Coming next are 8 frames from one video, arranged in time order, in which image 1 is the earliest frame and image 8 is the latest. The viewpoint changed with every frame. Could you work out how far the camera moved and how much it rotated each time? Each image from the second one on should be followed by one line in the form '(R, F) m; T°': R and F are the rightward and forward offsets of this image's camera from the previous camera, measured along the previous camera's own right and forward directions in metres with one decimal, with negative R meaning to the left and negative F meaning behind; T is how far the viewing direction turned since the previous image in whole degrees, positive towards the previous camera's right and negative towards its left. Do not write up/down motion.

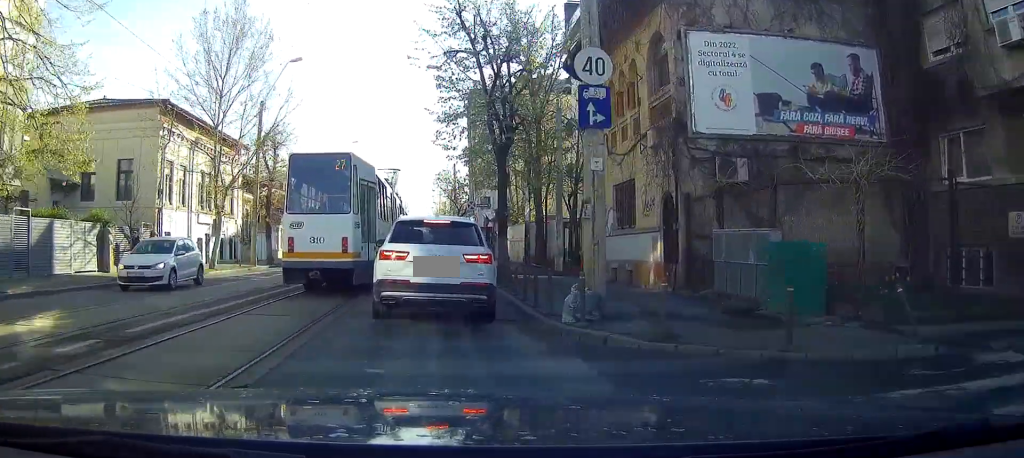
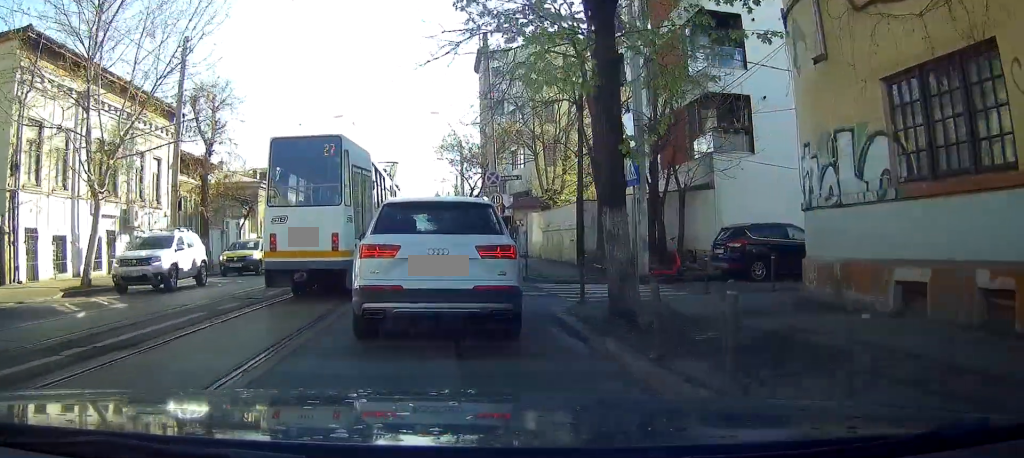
(+0.3, +12.5) m; -2°
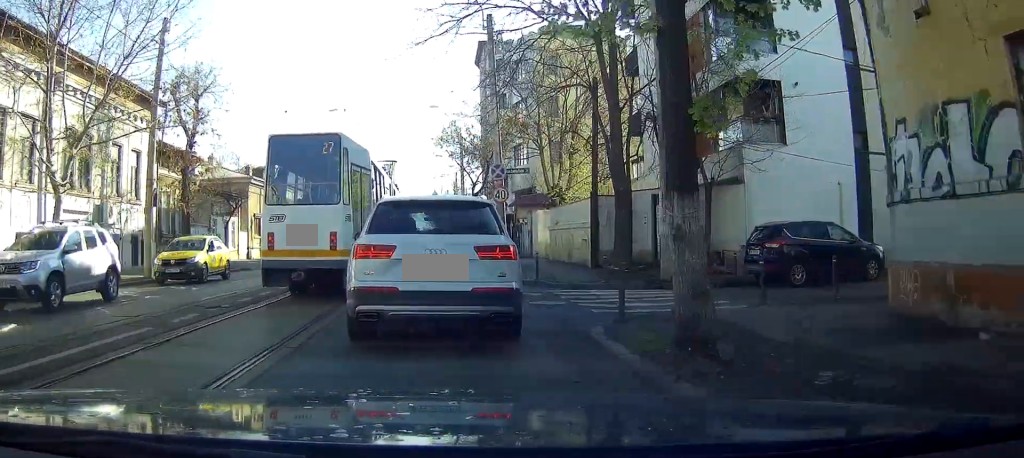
(-0.2, +2.4) m; -1°
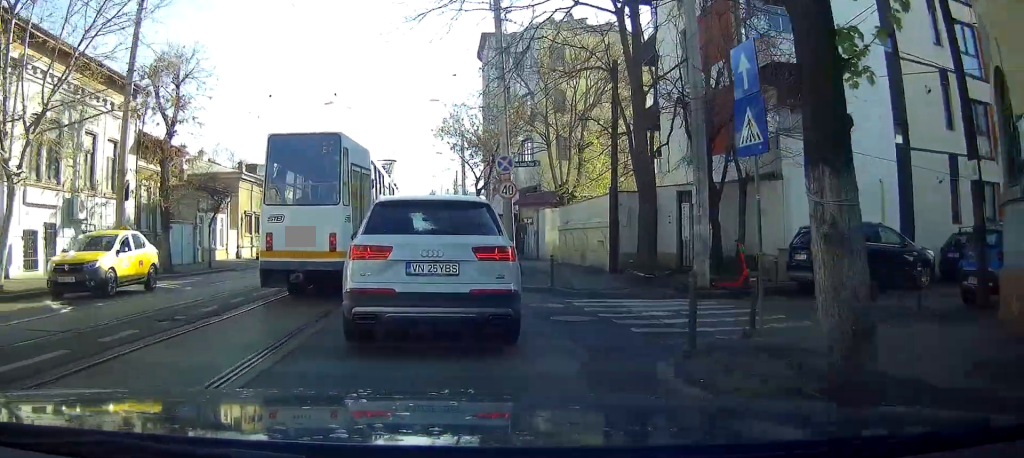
(-0.1, +2.6) m; -1°
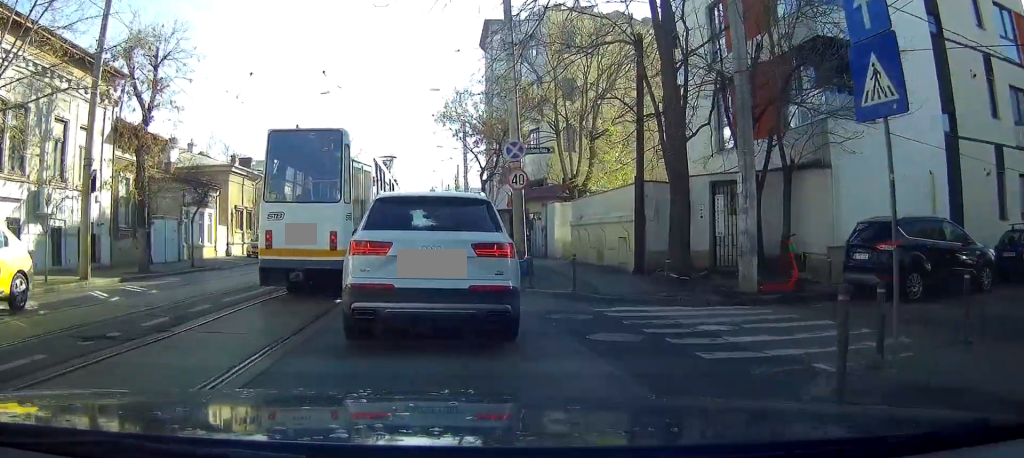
(+0.1, +2.6) m; 0°
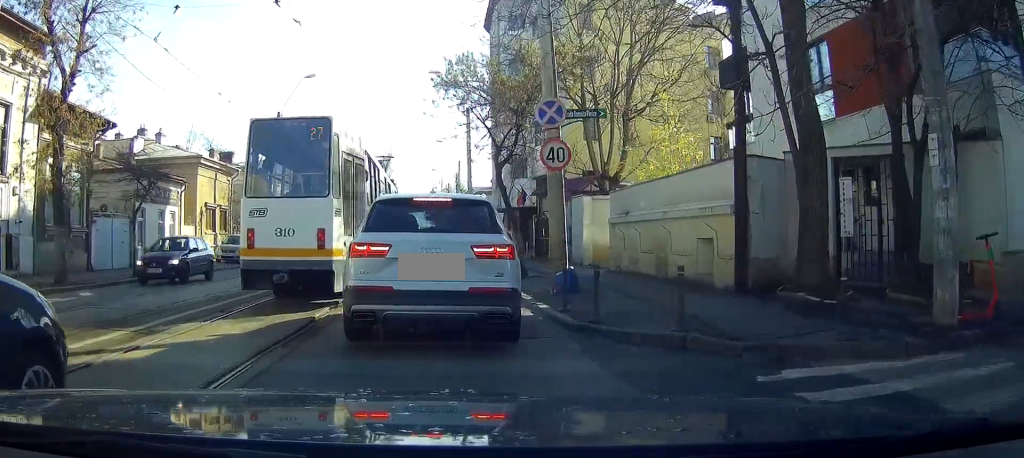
(-0.2, +6.4) m; -3°
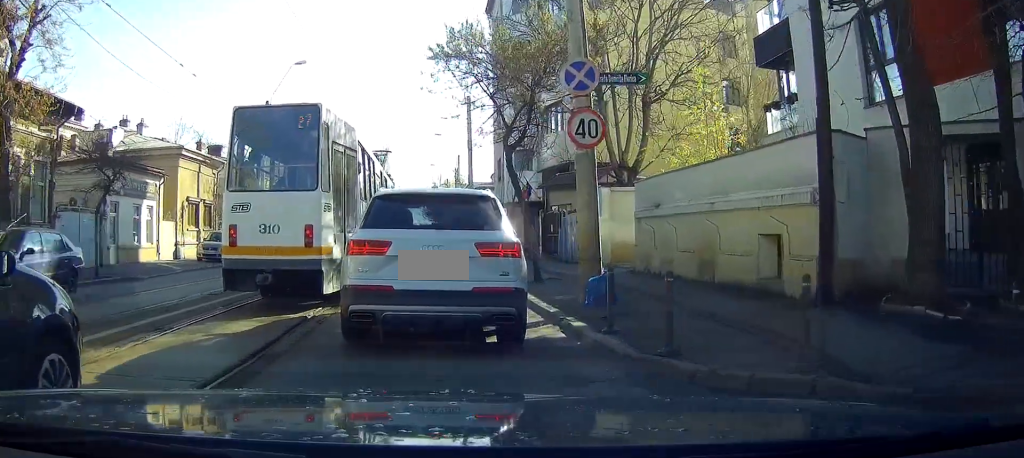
(0.0, +2.7) m; +1°
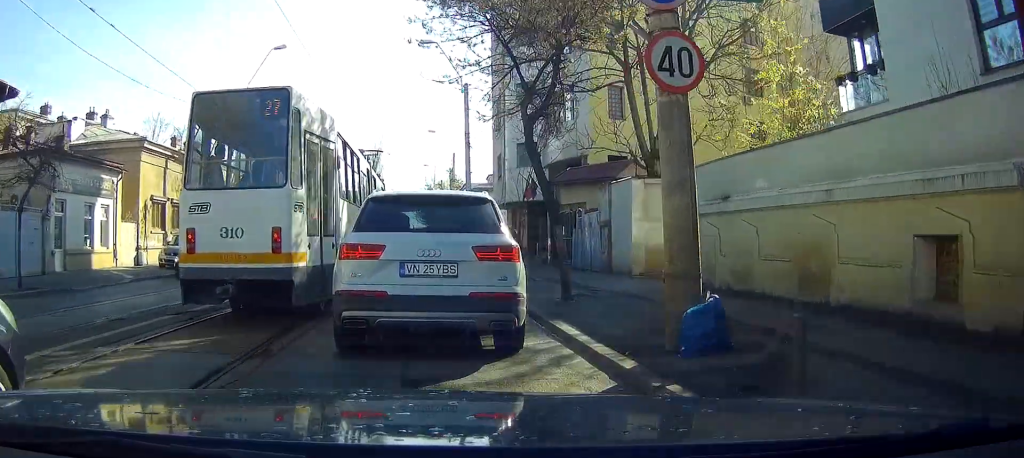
(+0.1, +4.3) m; +1°
